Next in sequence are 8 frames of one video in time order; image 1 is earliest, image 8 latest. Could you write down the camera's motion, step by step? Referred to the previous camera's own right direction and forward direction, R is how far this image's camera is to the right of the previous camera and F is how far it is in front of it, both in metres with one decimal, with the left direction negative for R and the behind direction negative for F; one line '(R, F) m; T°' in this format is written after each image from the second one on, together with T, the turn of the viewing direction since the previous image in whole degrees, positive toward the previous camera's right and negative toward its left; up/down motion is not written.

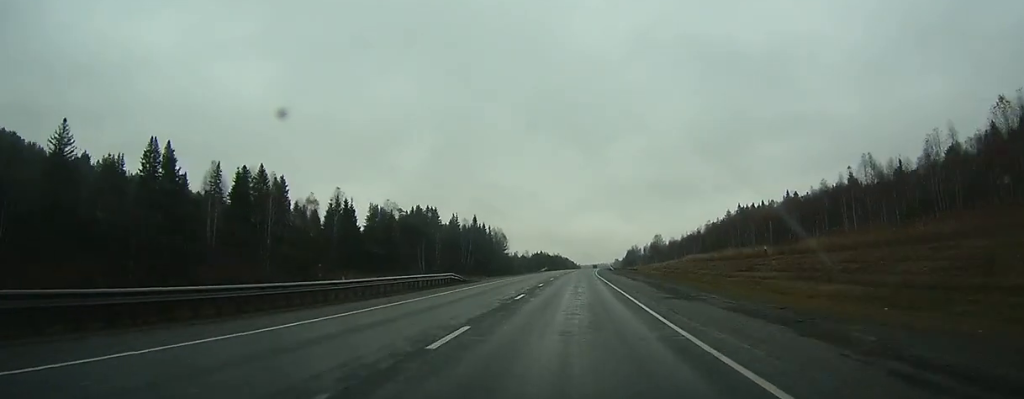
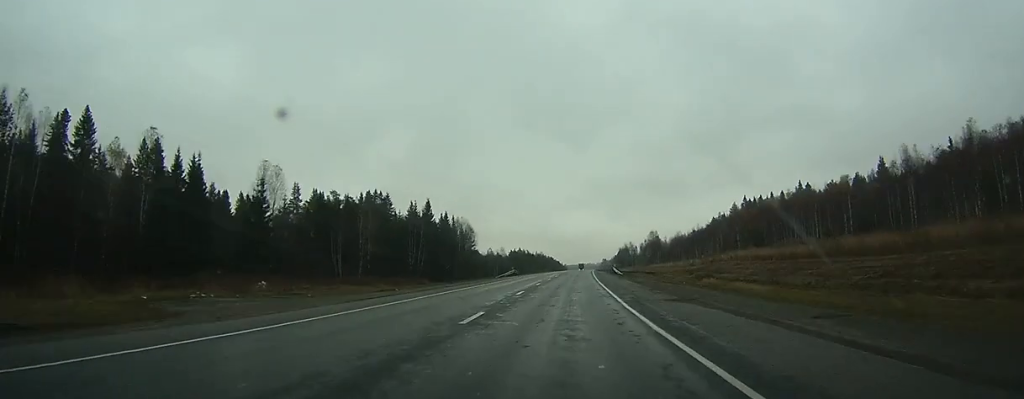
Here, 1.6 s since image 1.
(+0.4, +44.4) m; +1°
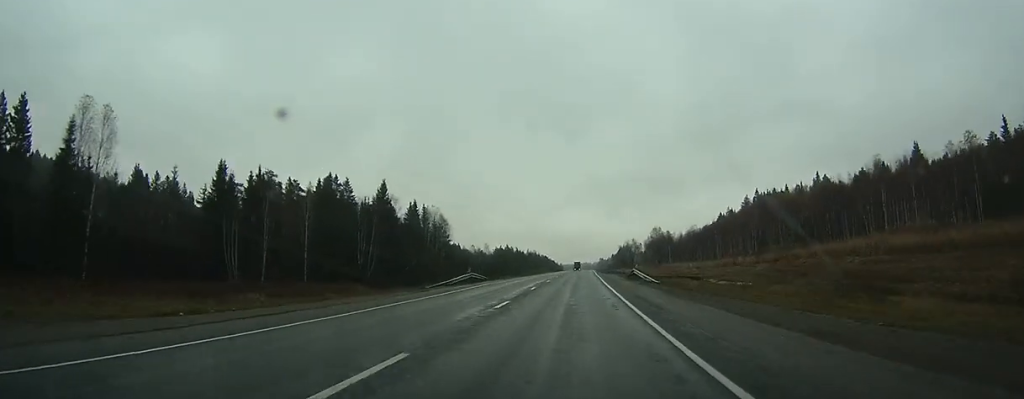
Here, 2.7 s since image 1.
(+0.1, +31.2) m; +1°
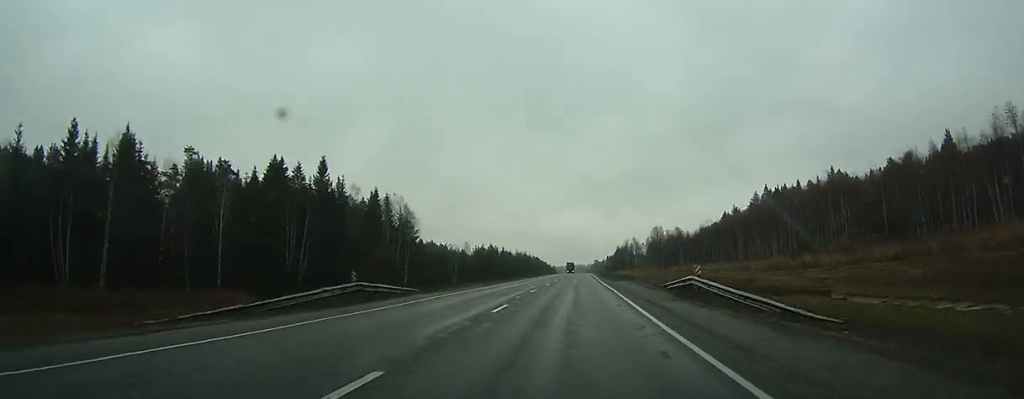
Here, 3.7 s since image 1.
(+0.2, +25.6) m; +1°
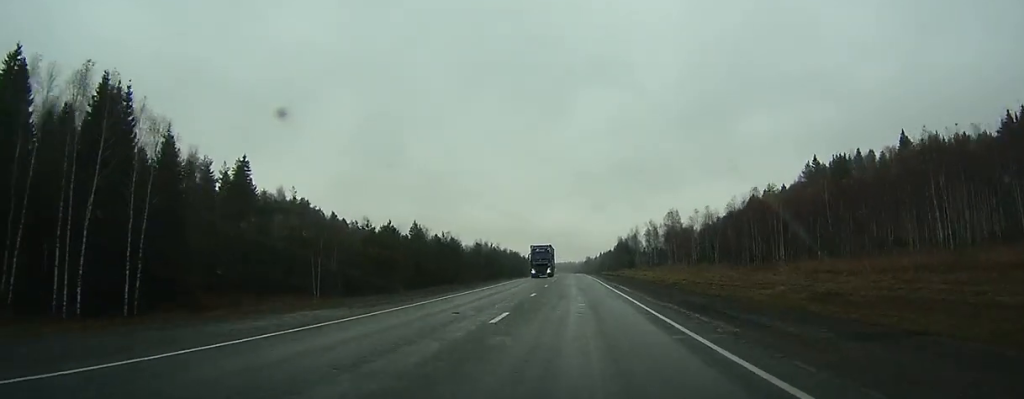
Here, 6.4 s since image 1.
(+0.9, +74.8) m; +1°
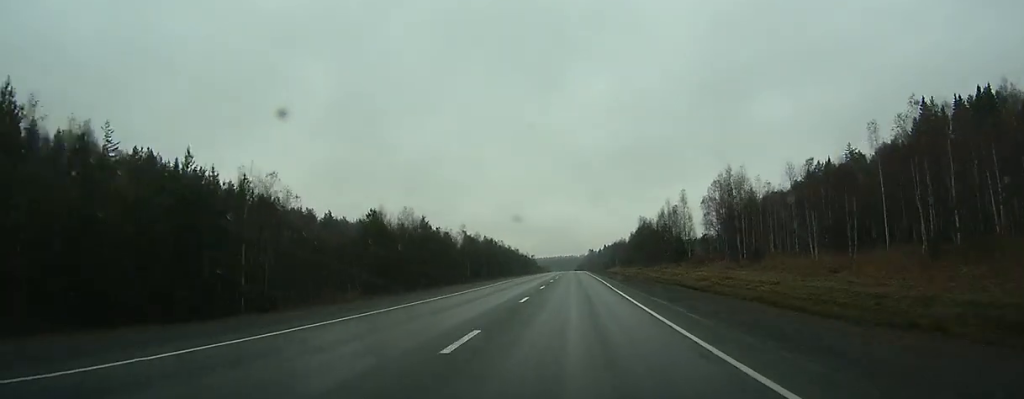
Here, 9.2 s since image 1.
(+0.1, +76.9) m; 0°
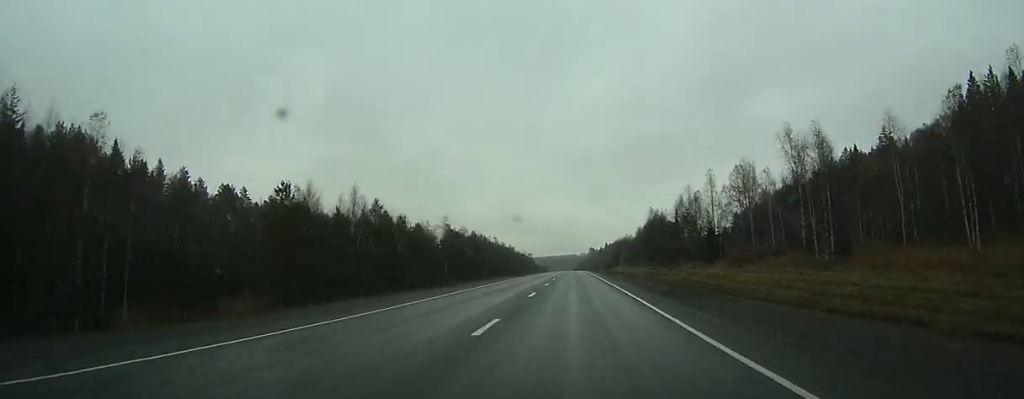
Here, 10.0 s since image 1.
(-0.1, +22.1) m; 0°
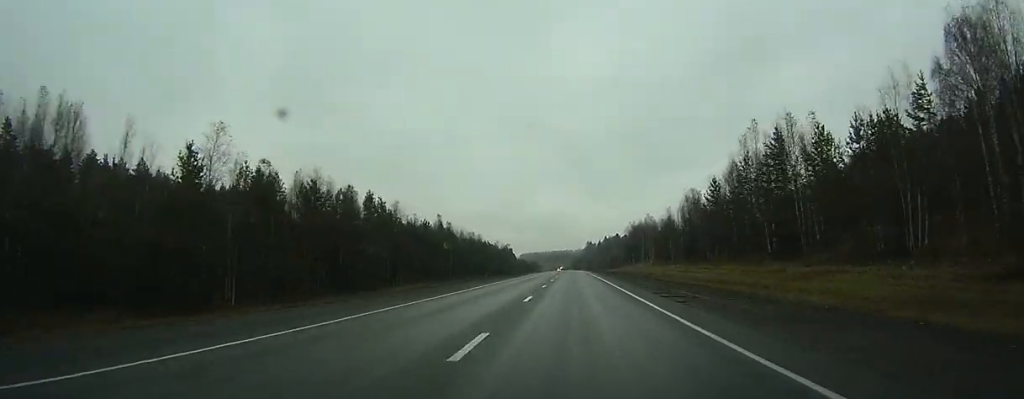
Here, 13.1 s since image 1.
(0.0, +86.6) m; 0°
